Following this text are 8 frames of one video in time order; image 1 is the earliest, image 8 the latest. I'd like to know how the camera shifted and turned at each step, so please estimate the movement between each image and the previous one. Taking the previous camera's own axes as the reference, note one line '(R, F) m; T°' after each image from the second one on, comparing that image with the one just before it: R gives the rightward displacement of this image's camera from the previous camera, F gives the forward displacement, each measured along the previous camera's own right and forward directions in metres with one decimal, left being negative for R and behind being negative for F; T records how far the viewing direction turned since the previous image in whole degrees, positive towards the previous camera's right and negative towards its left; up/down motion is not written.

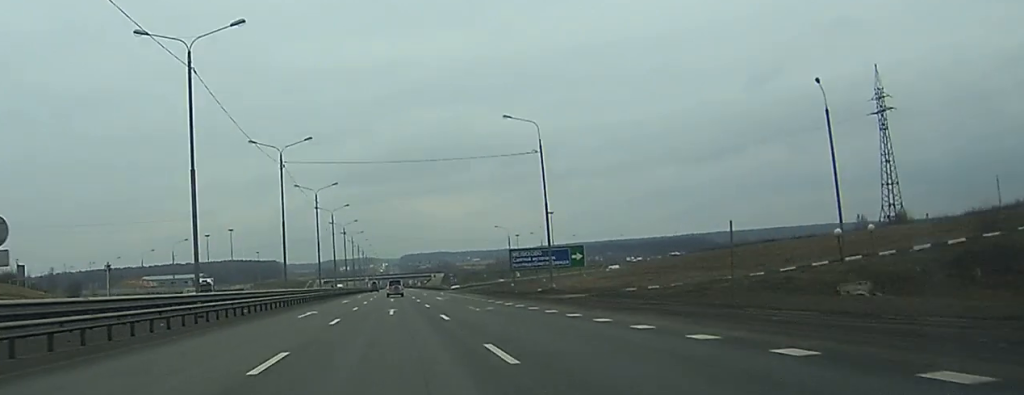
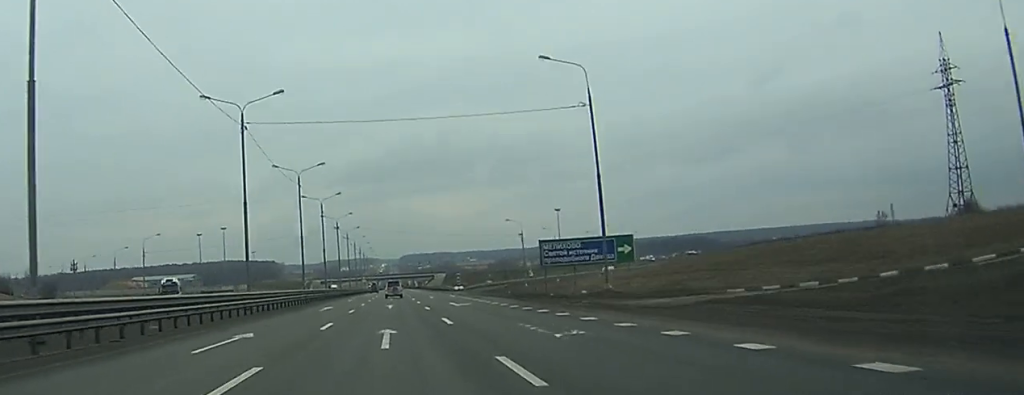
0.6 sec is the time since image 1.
(0.0, +18.8) m; 0°
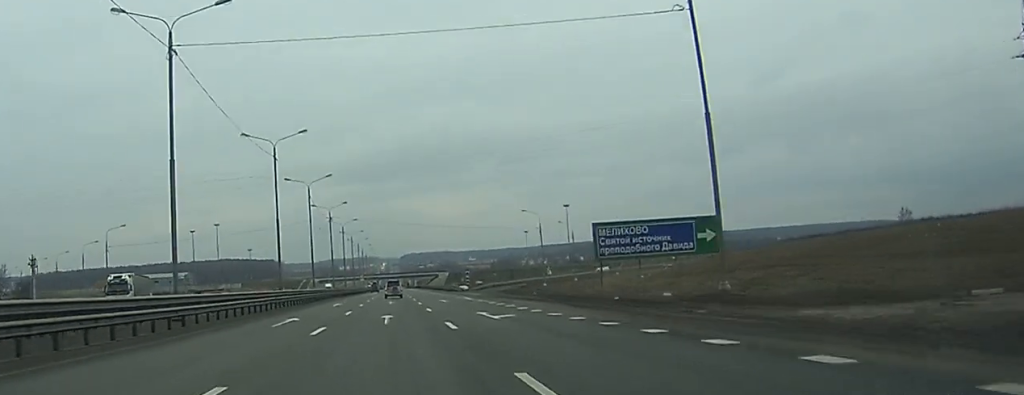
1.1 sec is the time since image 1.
(0.0, +18.6) m; 0°
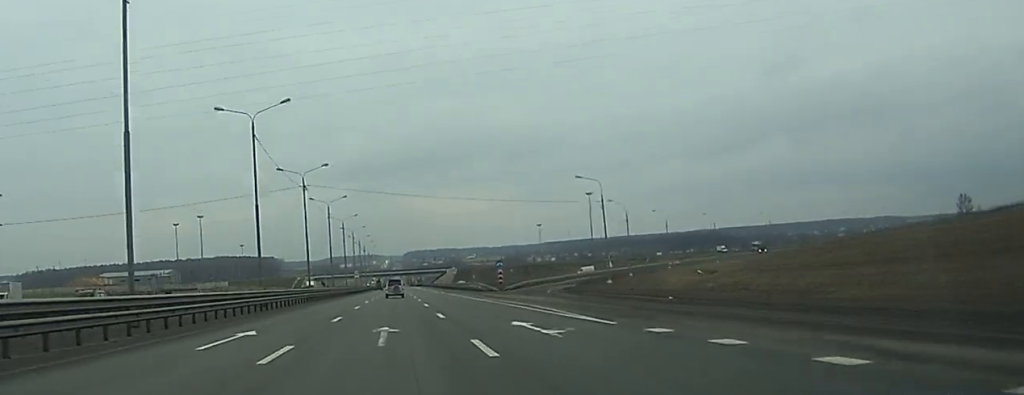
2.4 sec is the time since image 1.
(0.0, +40.0) m; 0°
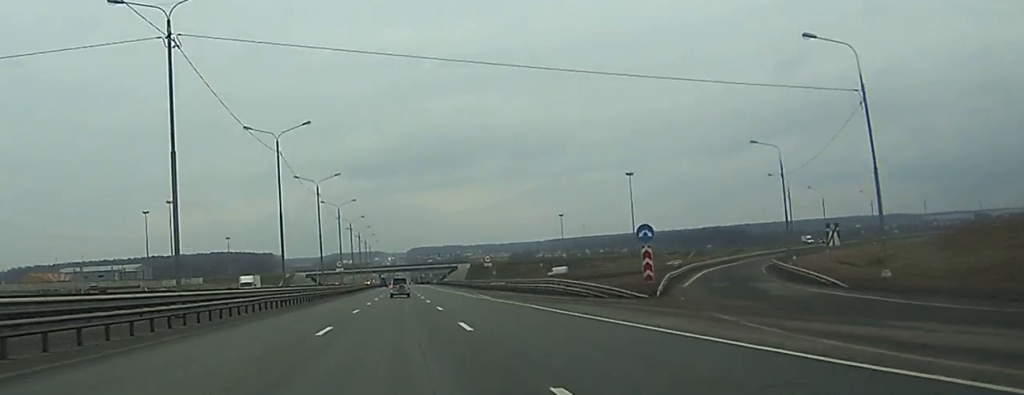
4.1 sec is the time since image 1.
(0.0, +56.3) m; 0°
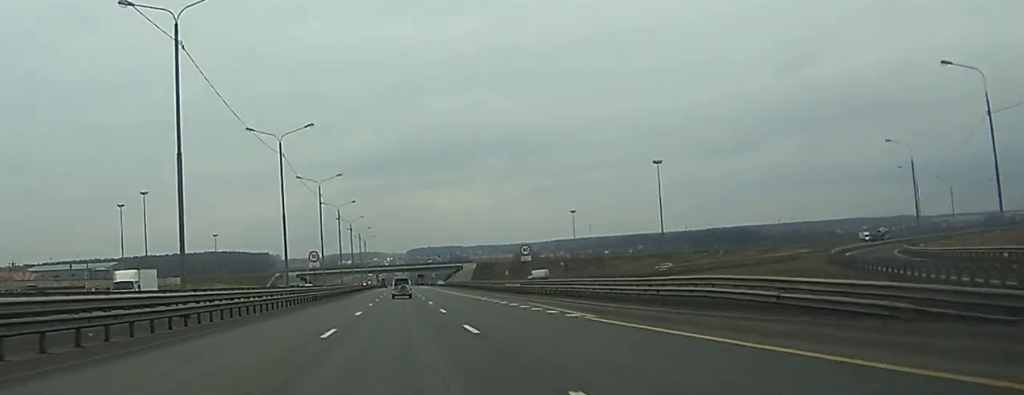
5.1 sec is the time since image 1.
(-0.1, +32.5) m; -1°
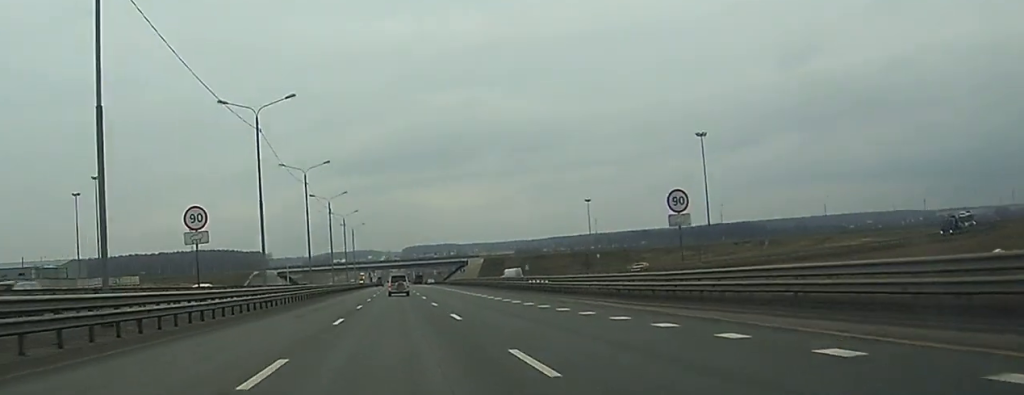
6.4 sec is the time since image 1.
(-0.2, +43.1) m; +1°
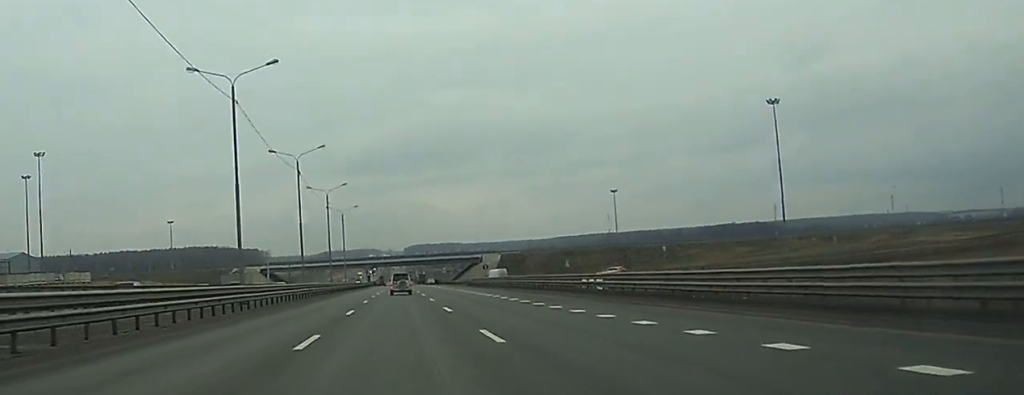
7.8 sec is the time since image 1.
(+1.0, +42.6) m; +1°
